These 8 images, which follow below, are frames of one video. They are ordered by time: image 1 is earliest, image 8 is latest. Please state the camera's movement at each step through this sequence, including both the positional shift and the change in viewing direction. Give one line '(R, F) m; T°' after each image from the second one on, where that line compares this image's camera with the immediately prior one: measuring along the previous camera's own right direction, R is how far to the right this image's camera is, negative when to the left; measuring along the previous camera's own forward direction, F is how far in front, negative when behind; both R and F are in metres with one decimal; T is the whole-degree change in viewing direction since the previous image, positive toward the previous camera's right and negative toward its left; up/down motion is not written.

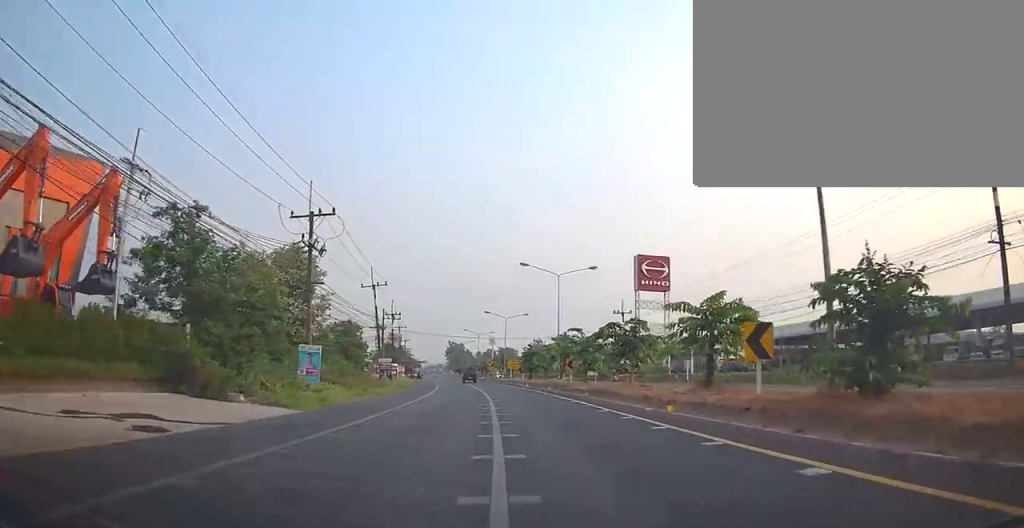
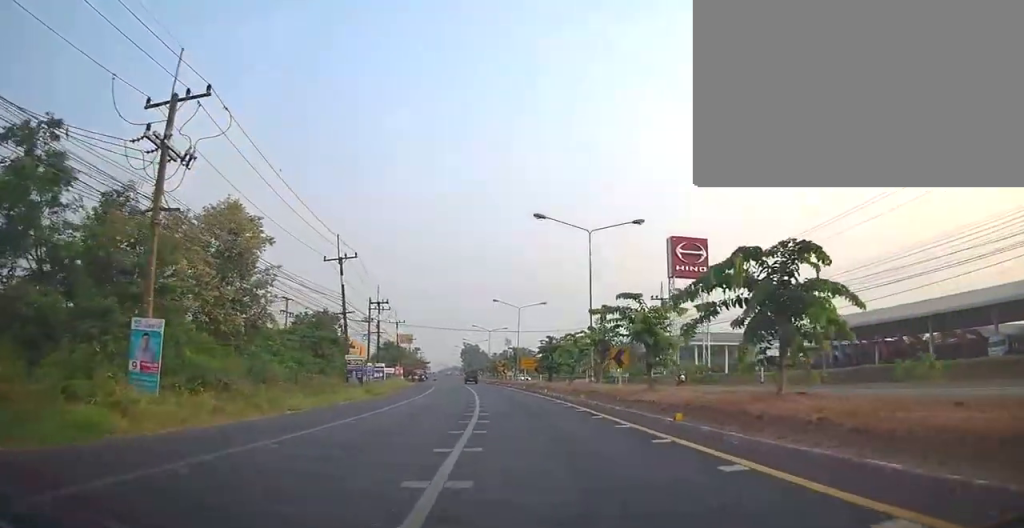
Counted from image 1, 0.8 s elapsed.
(-0.3, +14.4) m; -2°
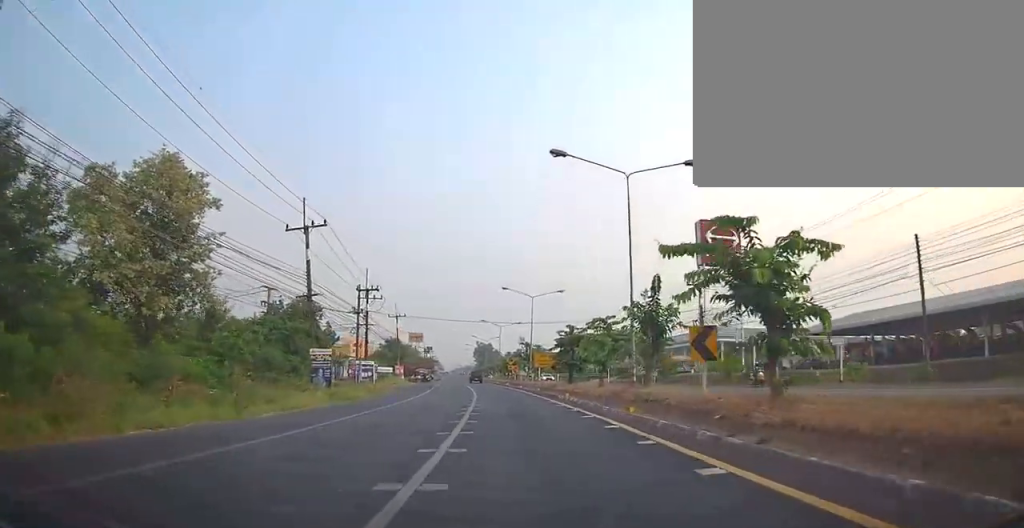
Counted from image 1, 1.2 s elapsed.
(-0.2, +9.3) m; -1°
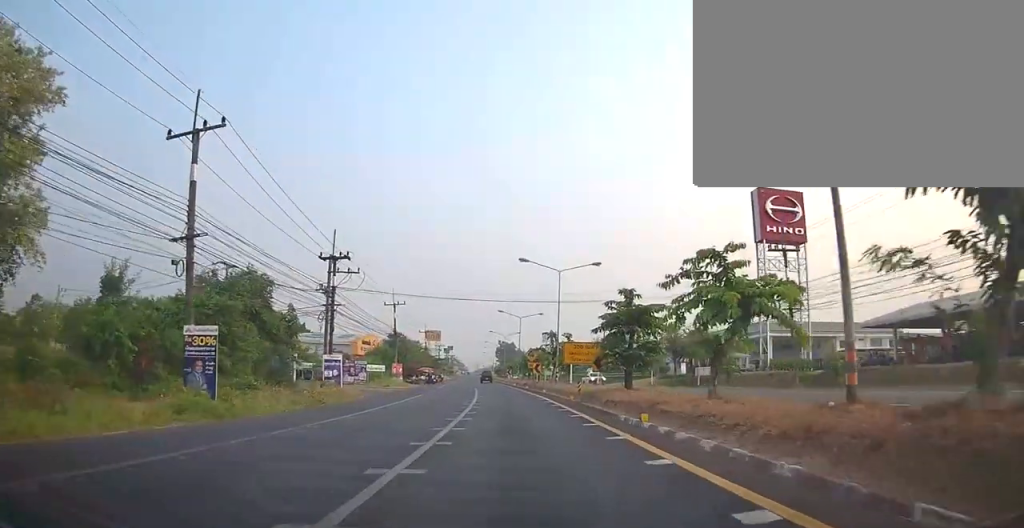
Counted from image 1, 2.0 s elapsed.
(-0.1, +14.5) m; 0°
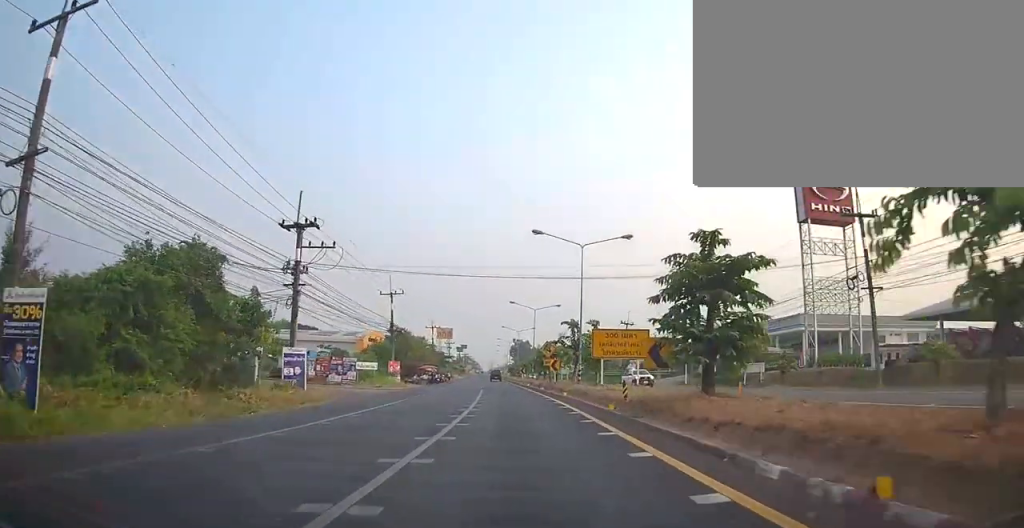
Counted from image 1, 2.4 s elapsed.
(0.0, +8.4) m; -1°
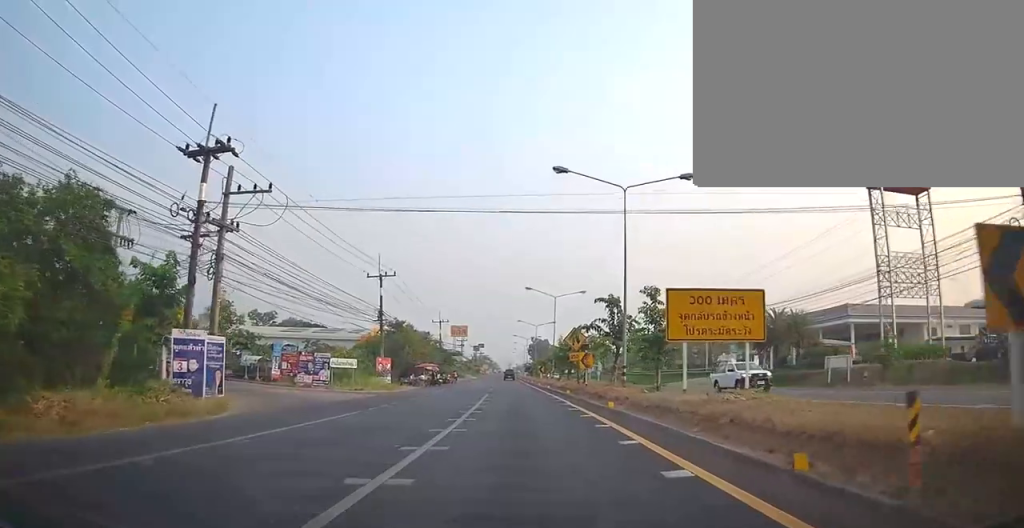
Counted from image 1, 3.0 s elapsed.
(+0.1, +11.1) m; -2°
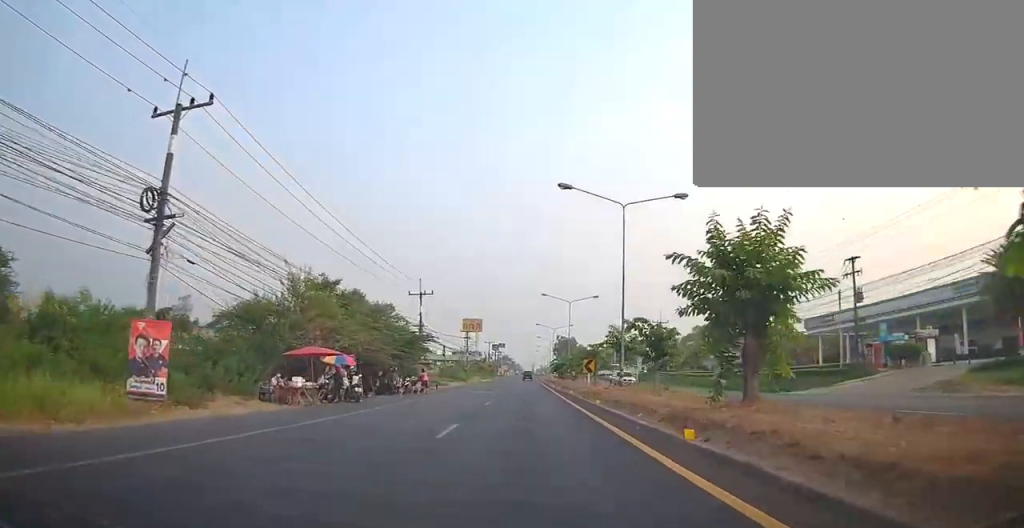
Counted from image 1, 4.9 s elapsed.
(-1.7, +33.0) m; -2°
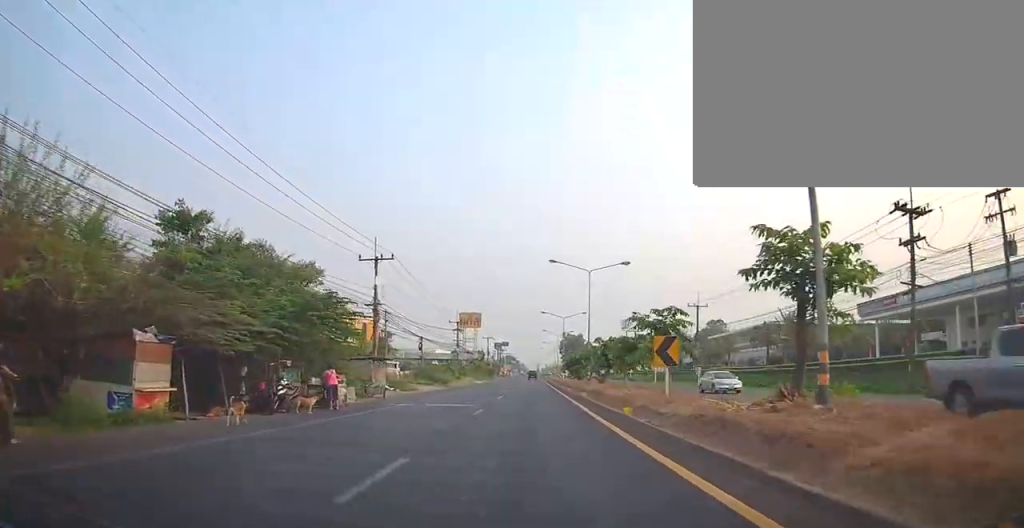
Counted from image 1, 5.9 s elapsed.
(+0.5, +18.0) m; +1°
